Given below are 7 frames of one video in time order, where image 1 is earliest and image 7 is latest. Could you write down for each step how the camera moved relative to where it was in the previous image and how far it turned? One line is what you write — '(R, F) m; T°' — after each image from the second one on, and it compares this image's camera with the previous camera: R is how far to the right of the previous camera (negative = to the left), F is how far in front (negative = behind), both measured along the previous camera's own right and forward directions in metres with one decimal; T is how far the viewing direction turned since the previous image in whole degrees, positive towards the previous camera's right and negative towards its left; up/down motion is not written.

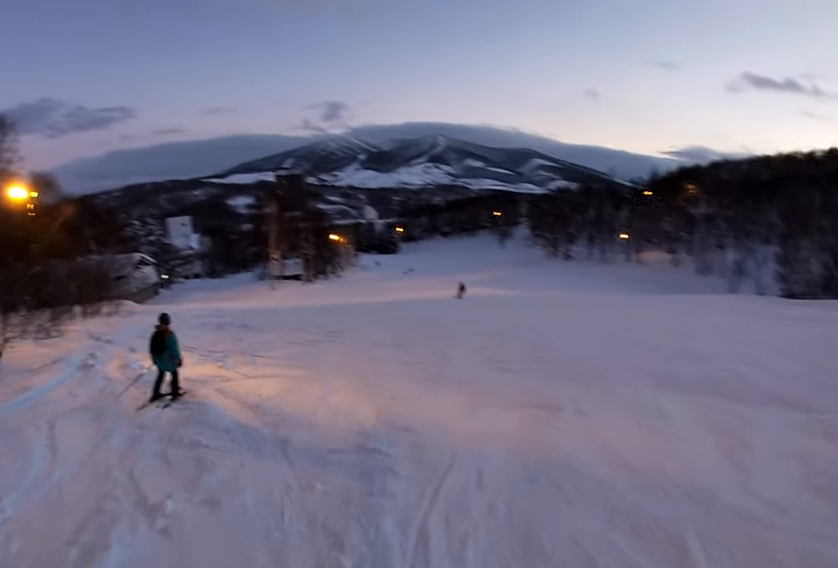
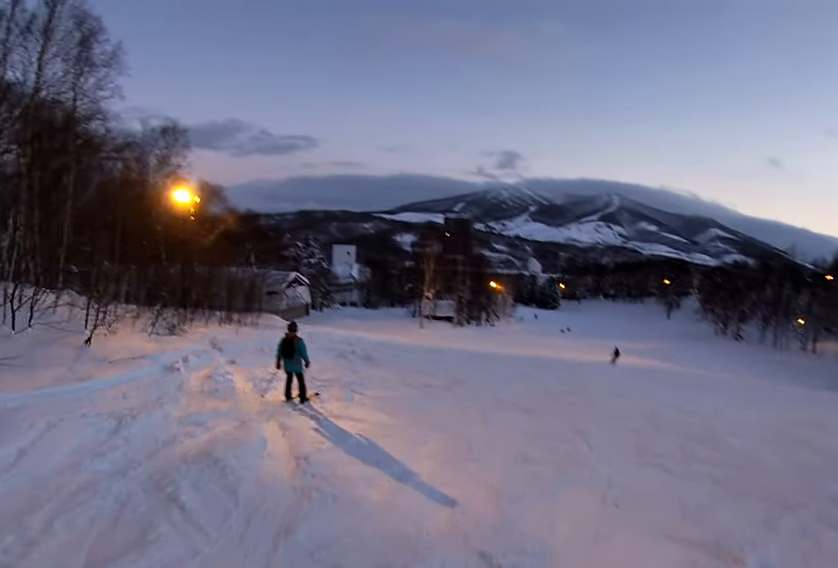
(-0.4, +2.3) m; -13°
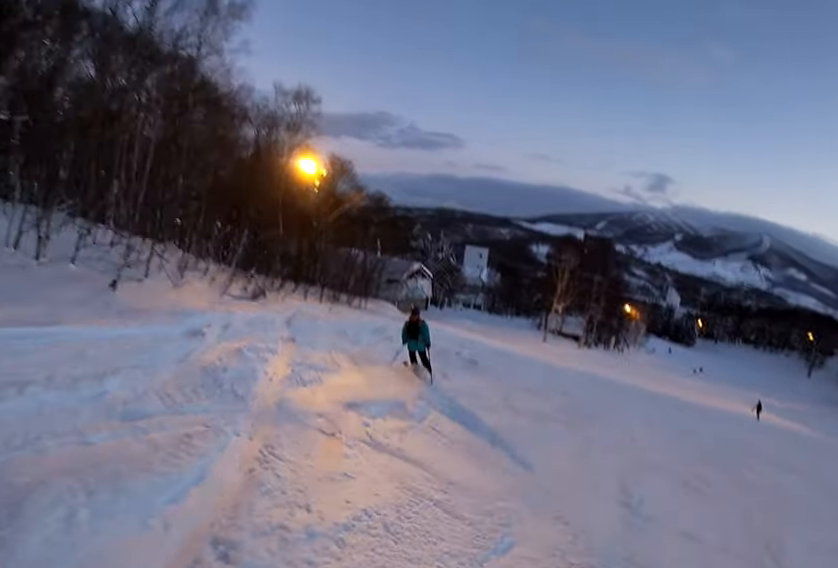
(-0.6, +3.7) m; -12°
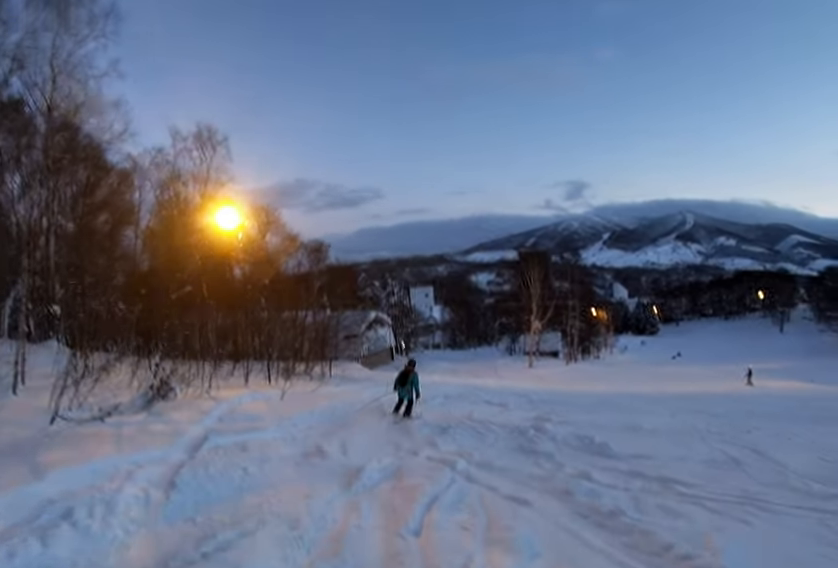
(-0.6, +9.4) m; +16°
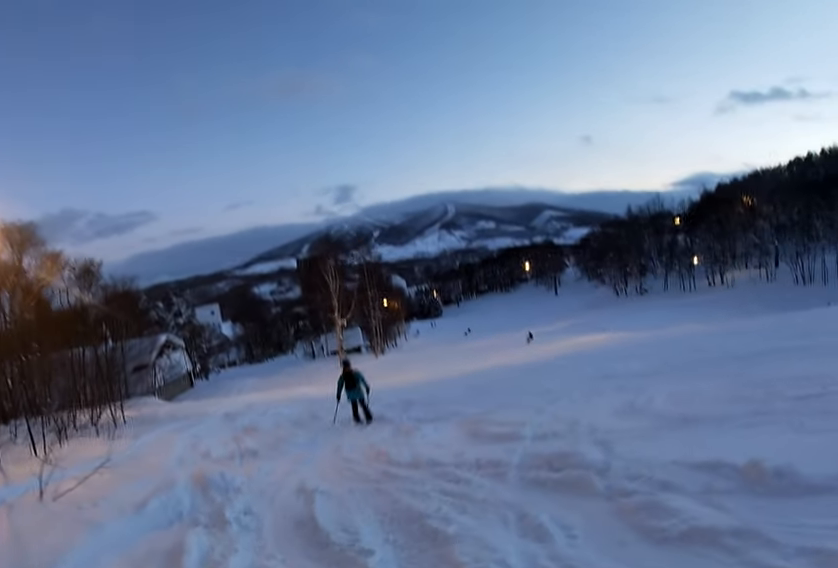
(+2.1, +5.9) m; +20°
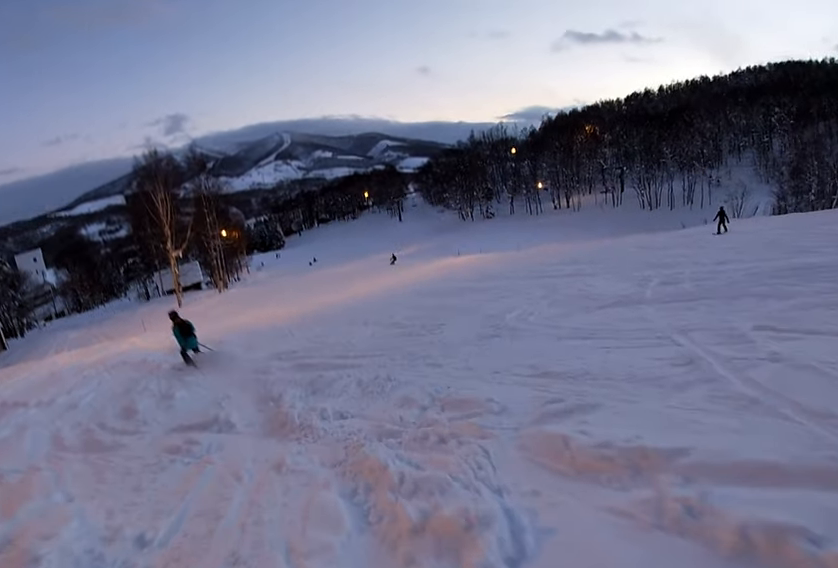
(+0.4, +7.1) m; +4°
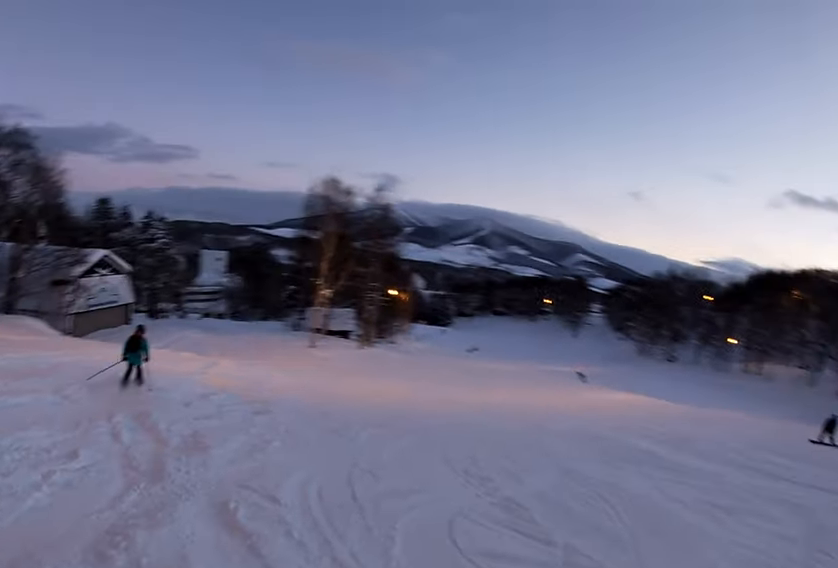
(-0.1, +5.7) m; -19°
